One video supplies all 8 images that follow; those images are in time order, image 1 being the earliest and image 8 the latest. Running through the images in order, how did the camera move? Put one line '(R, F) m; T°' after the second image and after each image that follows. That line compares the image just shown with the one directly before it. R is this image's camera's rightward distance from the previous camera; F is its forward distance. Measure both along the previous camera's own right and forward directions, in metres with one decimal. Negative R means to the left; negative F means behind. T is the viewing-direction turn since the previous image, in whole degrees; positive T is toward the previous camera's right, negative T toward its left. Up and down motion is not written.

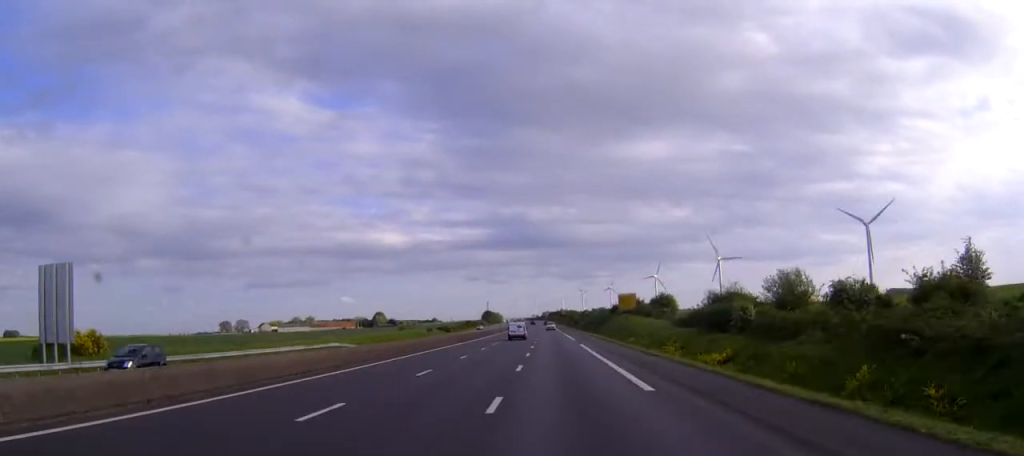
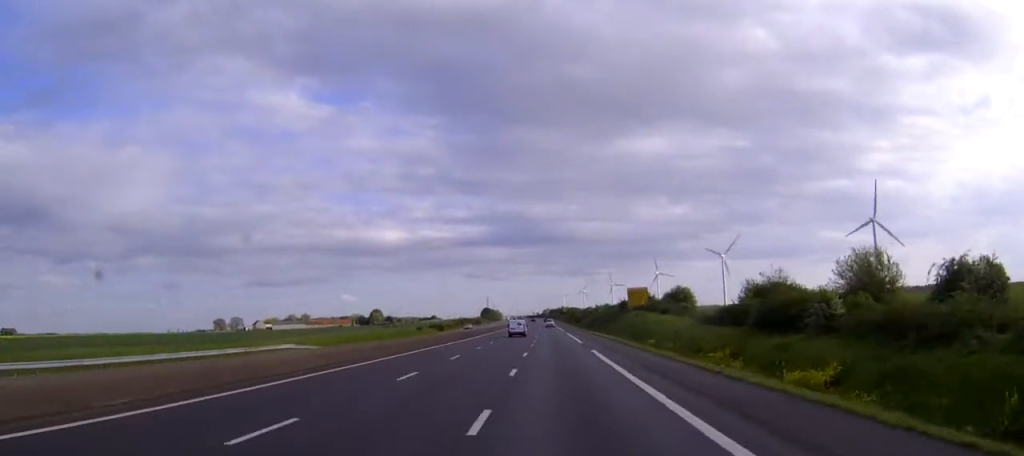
(0.0, +15.9) m; 0°
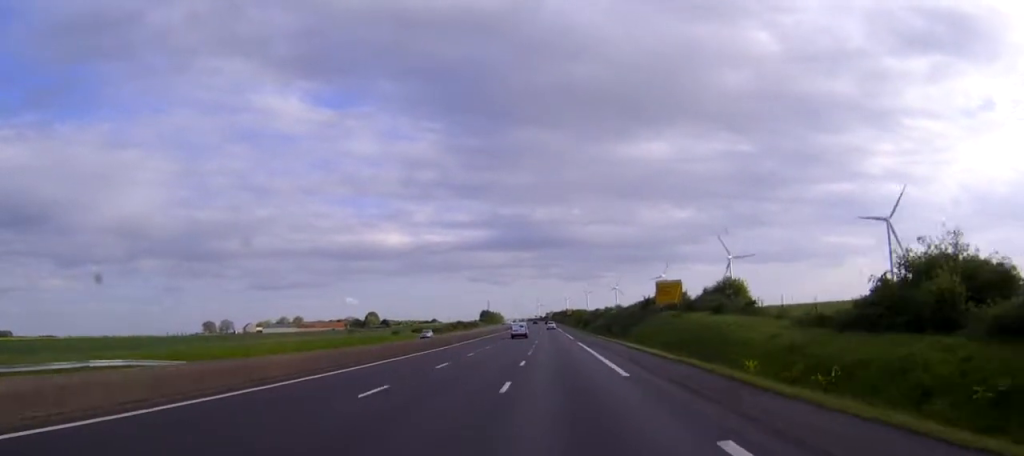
(0.0, +30.9) m; 0°
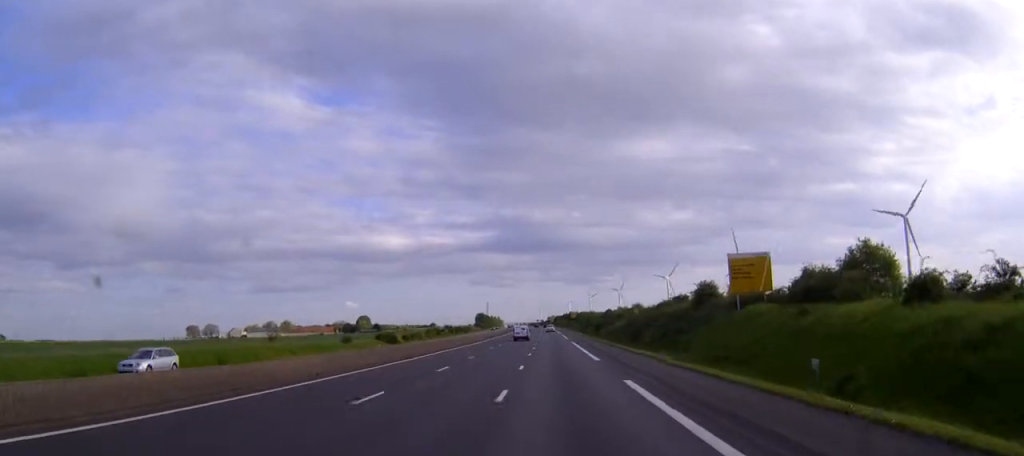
(0.0, +39.1) m; 0°
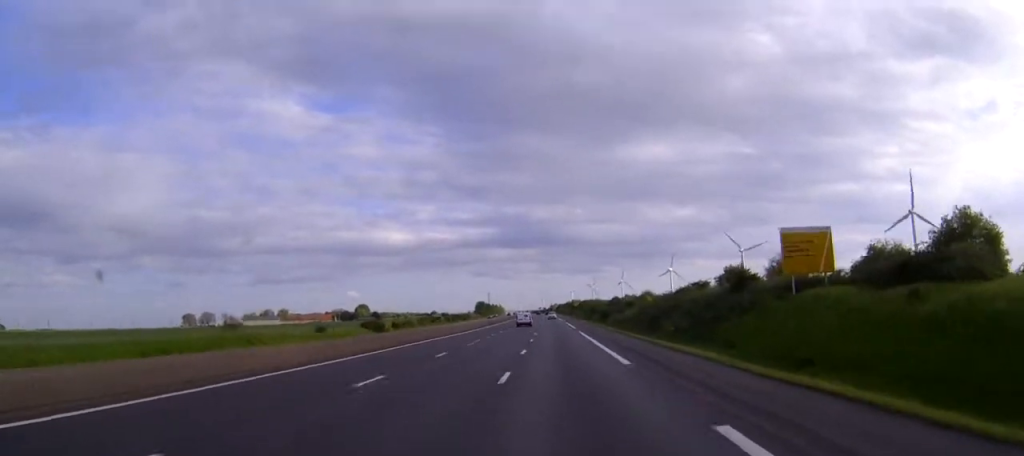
(0.0, +13.1) m; 0°
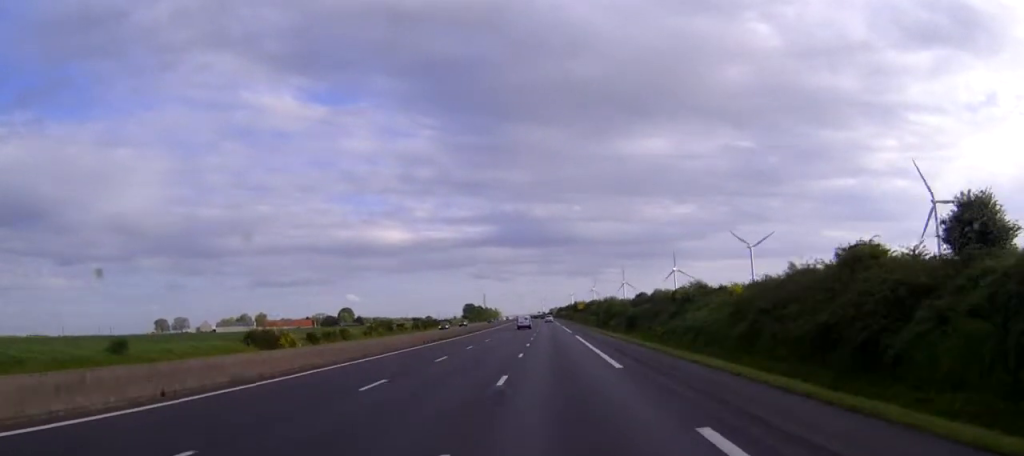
(-0.1, +51.0) m; 0°
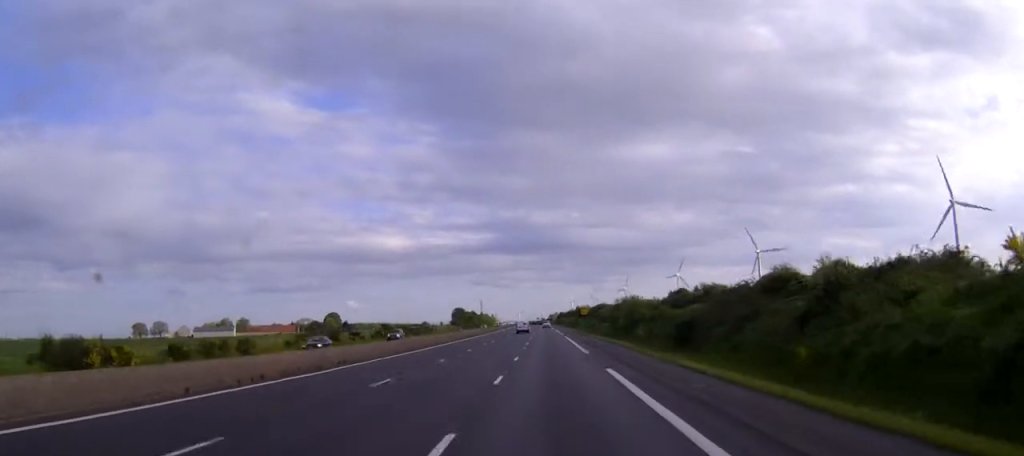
(0.0, +37.2) m; 0°
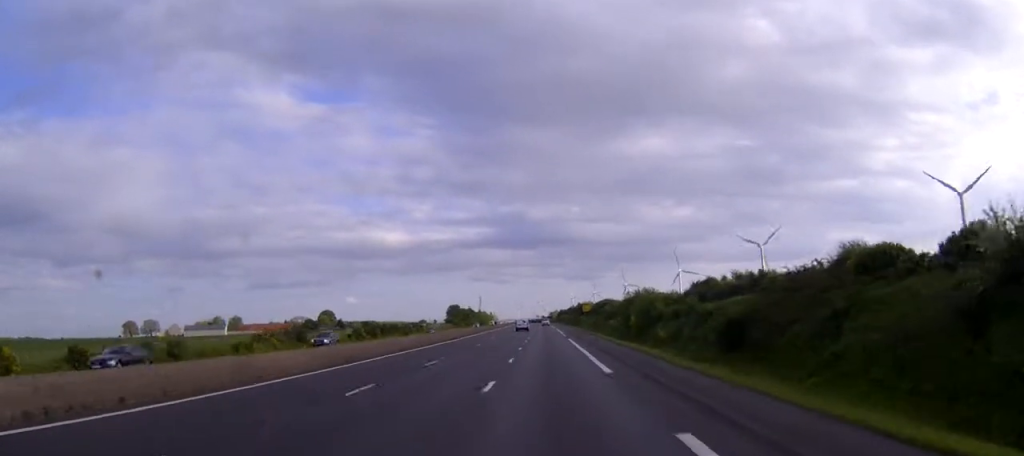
(+0.1, +15.2) m; 0°
